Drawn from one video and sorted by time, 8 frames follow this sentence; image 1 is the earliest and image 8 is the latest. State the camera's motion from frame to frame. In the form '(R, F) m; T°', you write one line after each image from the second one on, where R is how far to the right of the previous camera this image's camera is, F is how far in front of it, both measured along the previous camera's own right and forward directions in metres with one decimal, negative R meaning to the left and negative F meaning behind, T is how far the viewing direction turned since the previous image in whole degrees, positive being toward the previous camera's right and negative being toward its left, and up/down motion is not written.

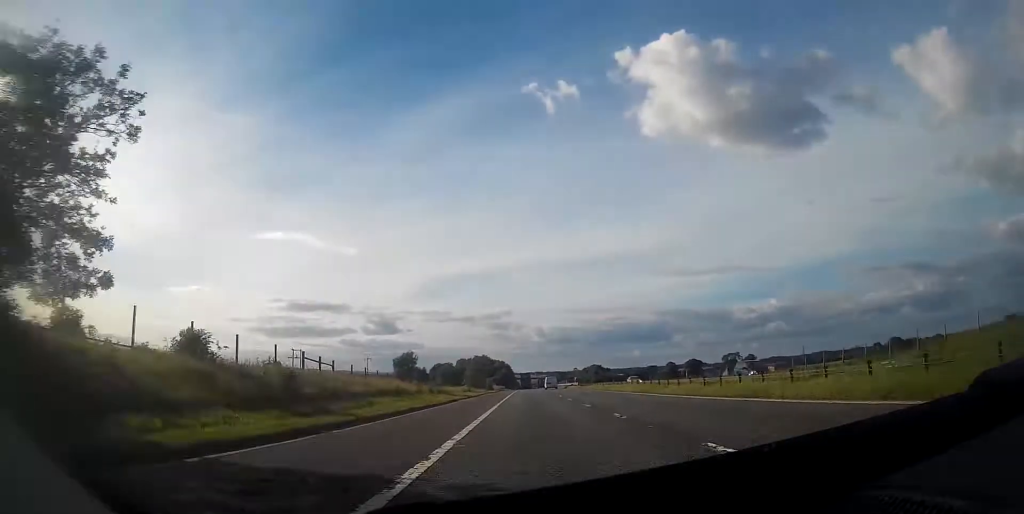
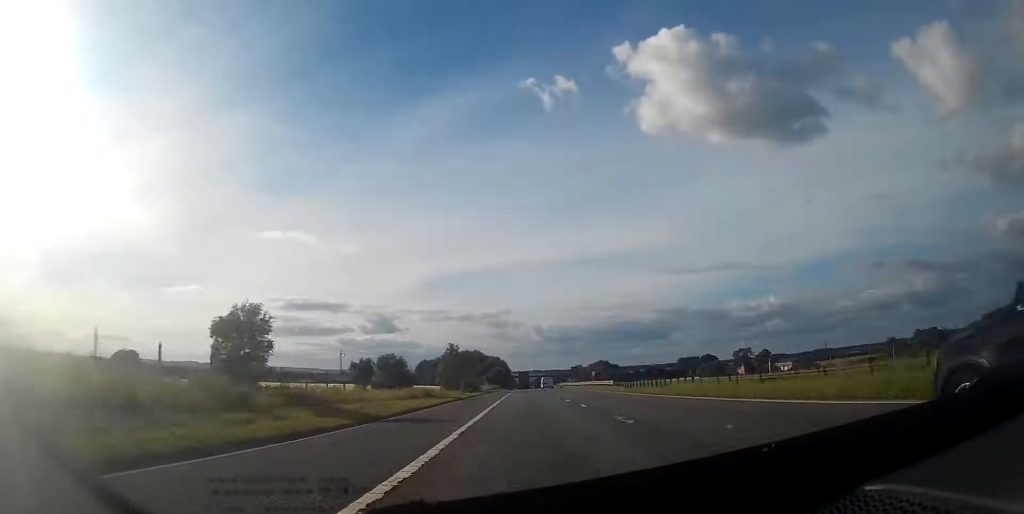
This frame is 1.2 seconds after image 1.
(0.0, +36.3) m; 0°
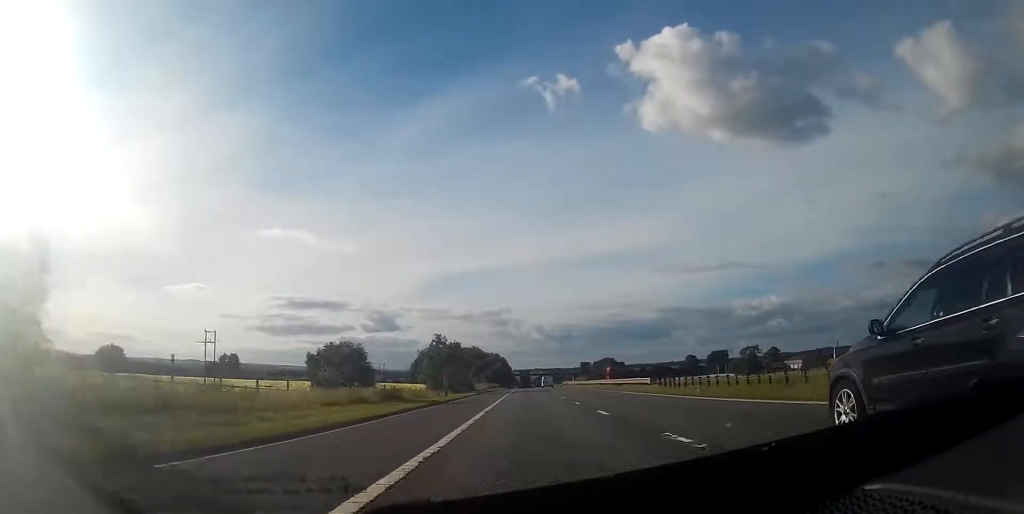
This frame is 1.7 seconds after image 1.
(-0.1, +14.7) m; 0°
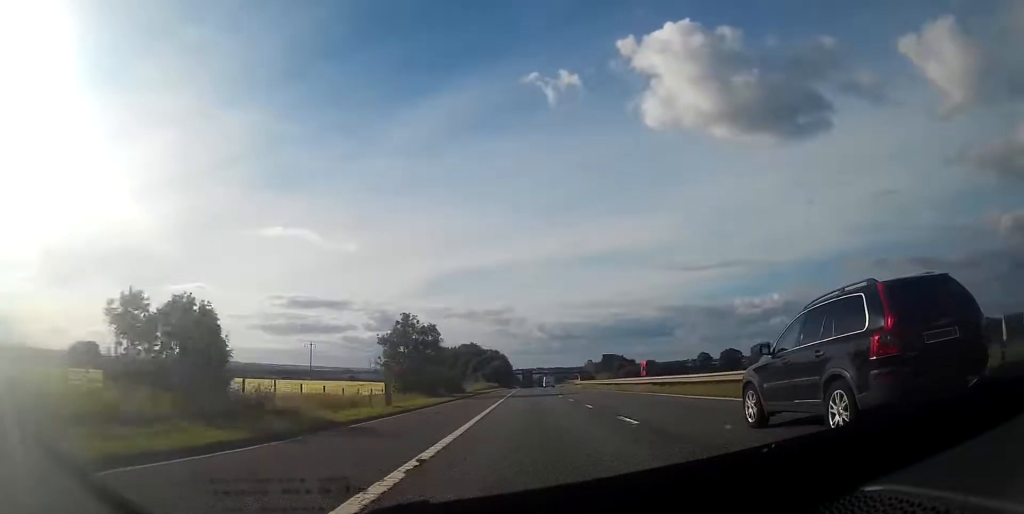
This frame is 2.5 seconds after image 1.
(+0.1, +21.7) m; 0°
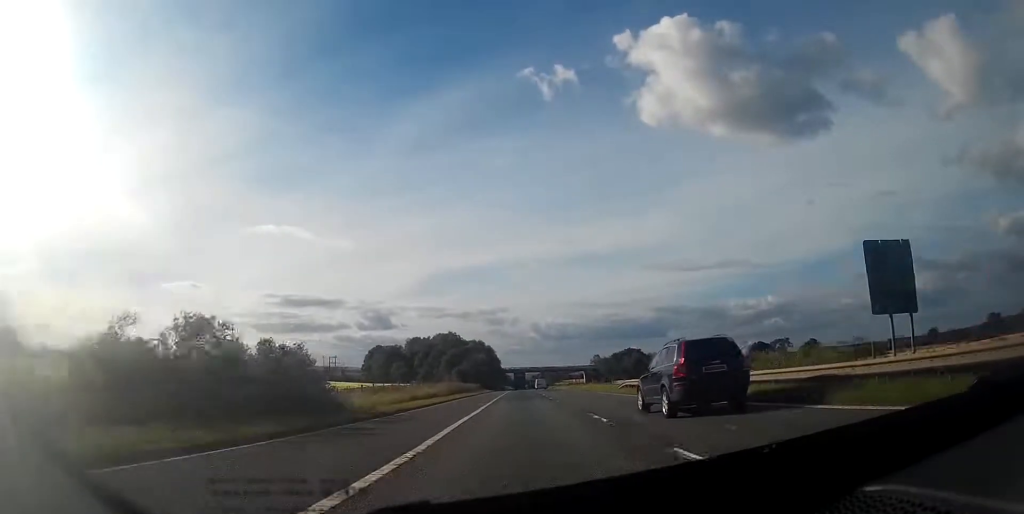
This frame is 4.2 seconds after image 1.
(-0.1, +51.3) m; 0°
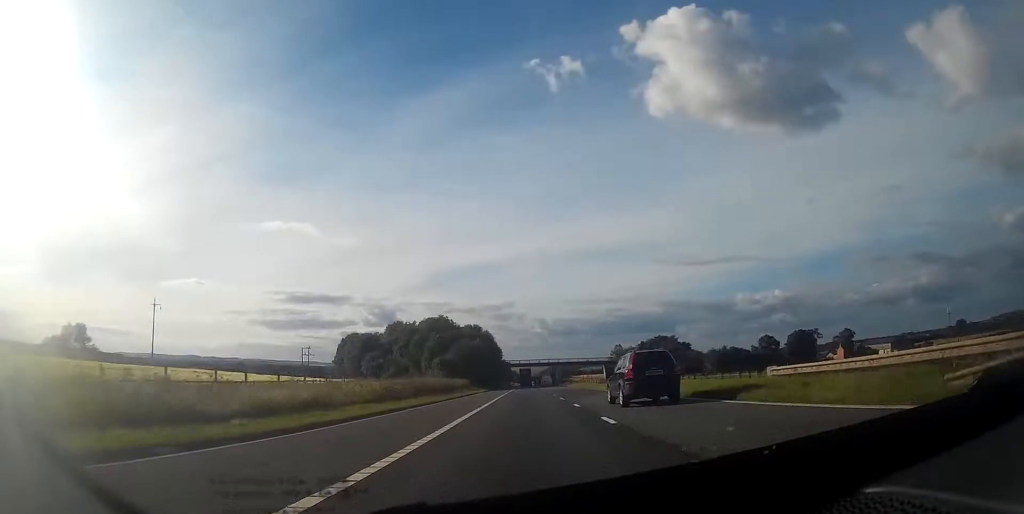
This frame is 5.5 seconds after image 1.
(+0.2, +37.5) m; 0°
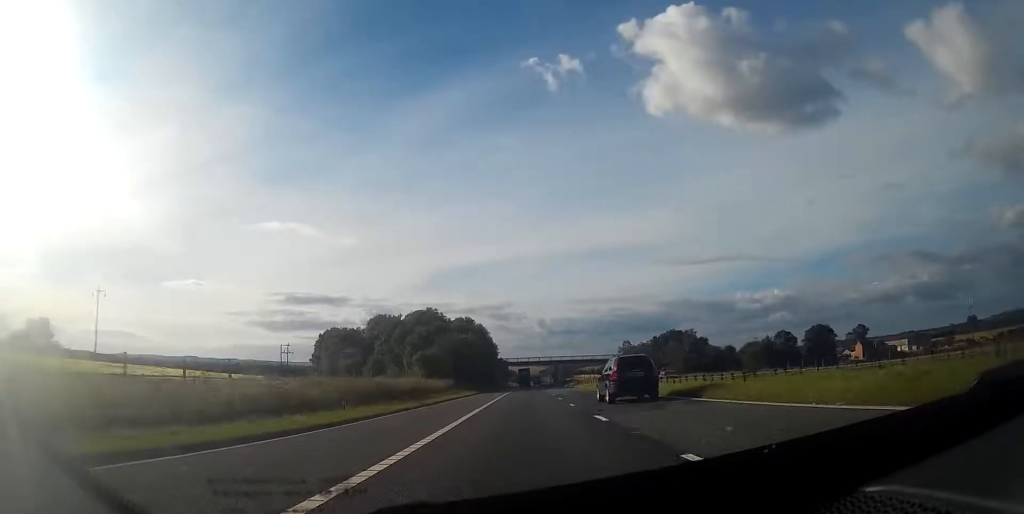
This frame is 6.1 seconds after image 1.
(0.0, +17.7) m; 0°
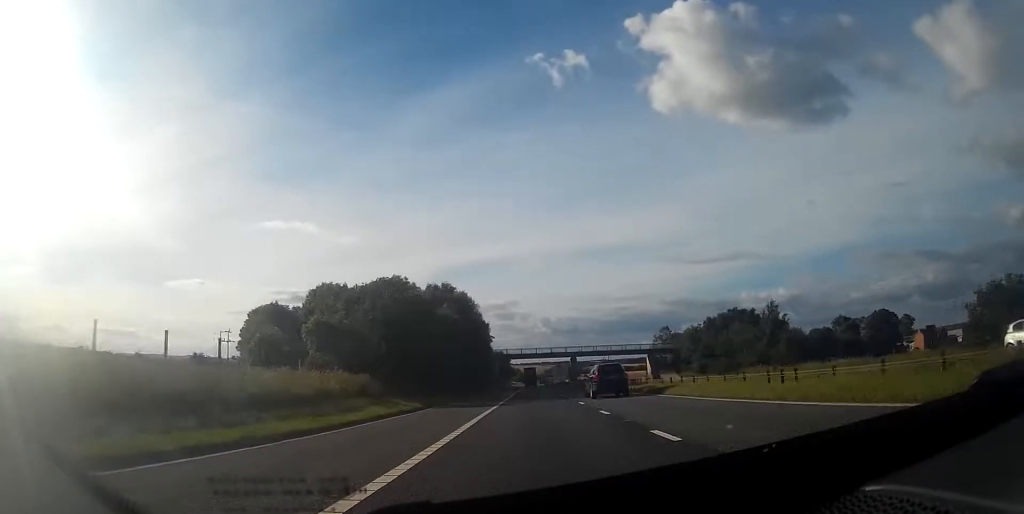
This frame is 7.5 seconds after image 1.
(-0.1, +42.8) m; -1°
